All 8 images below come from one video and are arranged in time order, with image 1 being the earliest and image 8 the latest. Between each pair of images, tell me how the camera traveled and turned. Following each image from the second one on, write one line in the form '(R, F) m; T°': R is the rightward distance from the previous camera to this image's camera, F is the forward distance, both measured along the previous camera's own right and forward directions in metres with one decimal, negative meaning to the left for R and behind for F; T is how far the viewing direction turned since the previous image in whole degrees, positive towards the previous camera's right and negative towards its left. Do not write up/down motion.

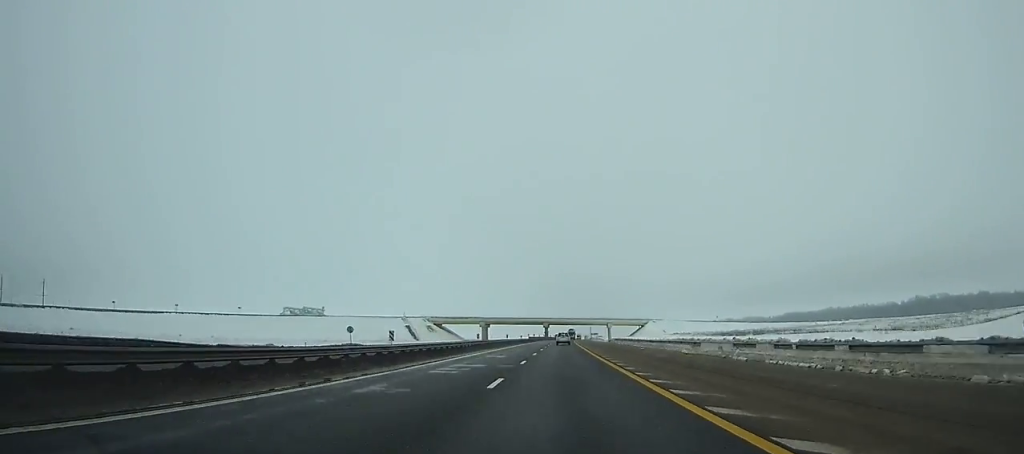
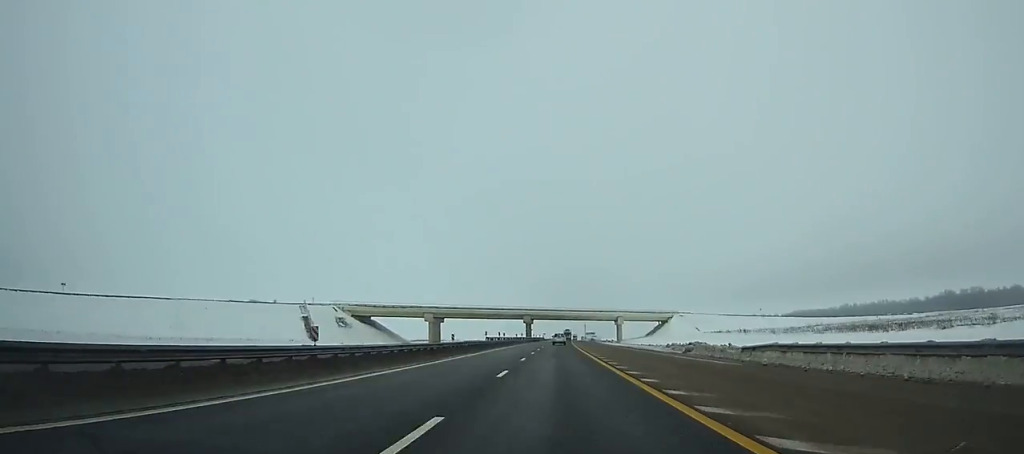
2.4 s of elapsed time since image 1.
(+0.5, +66.1) m; +1°
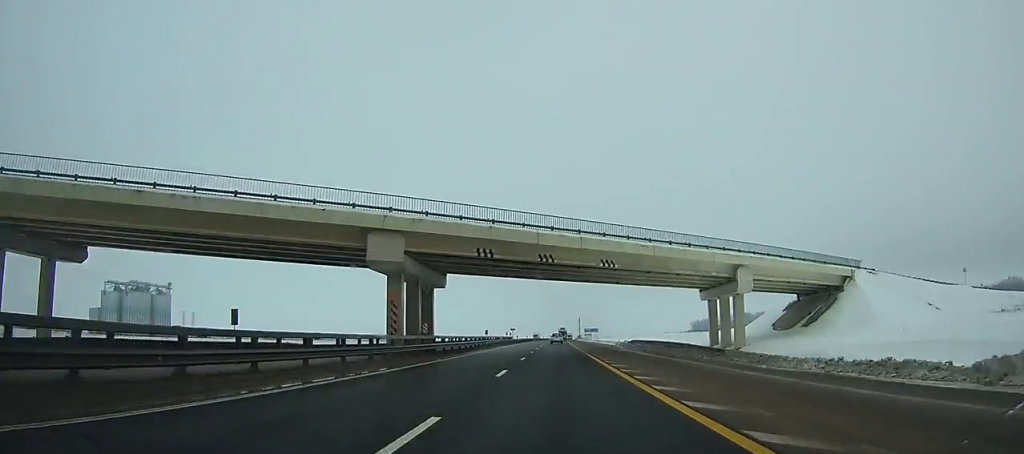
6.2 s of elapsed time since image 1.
(+0.9, +106.0) m; +1°
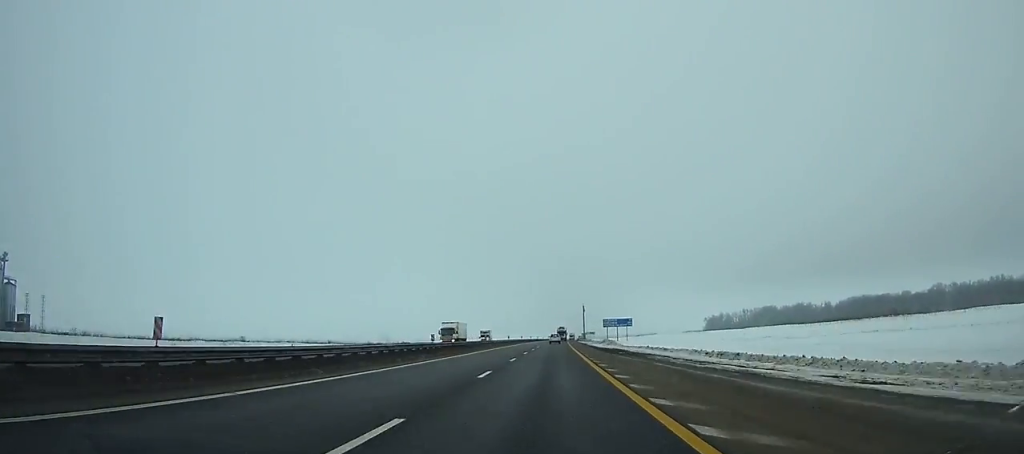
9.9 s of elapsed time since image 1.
(+1.1, +104.7) m; +1°
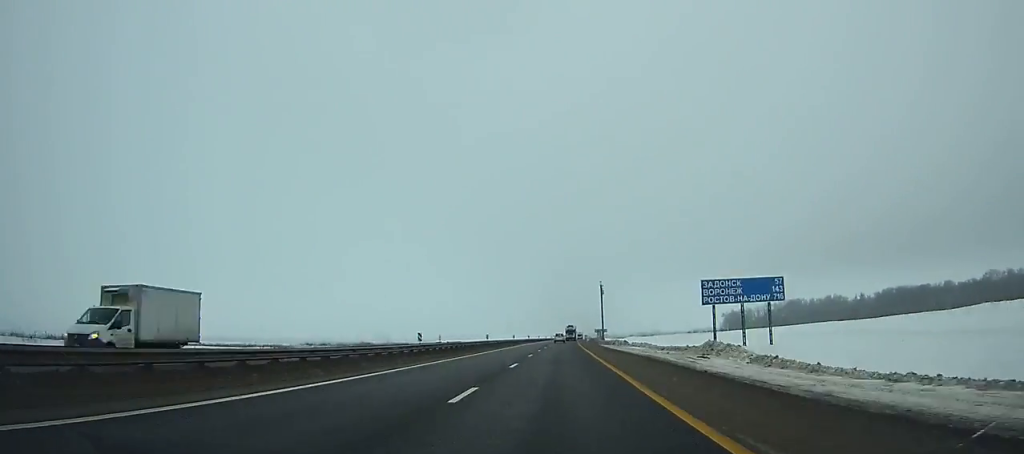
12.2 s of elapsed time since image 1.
(+0.2, +66.0) m; +1°
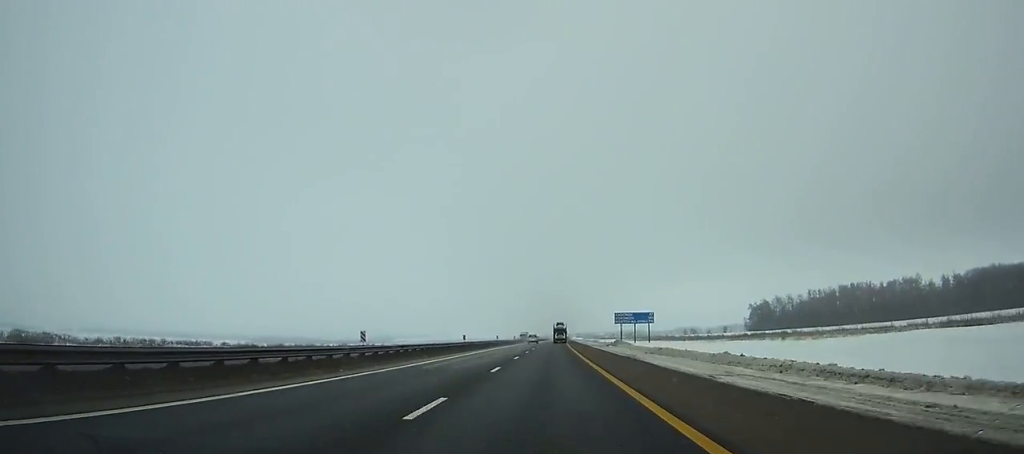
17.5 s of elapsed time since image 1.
(+3.3, +154.9) m; +2°
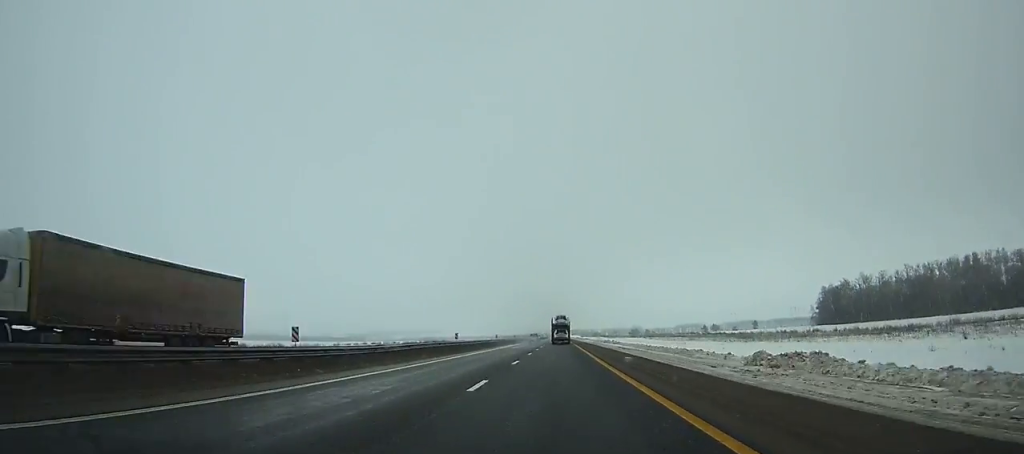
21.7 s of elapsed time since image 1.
(+0.9, +125.9) m; +1°
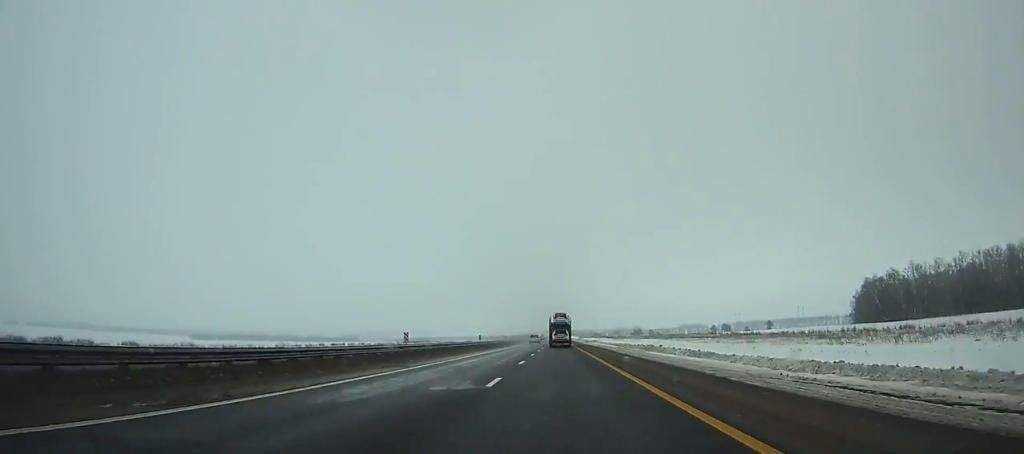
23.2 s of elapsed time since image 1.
(+0.1, +45.8) m; 0°
